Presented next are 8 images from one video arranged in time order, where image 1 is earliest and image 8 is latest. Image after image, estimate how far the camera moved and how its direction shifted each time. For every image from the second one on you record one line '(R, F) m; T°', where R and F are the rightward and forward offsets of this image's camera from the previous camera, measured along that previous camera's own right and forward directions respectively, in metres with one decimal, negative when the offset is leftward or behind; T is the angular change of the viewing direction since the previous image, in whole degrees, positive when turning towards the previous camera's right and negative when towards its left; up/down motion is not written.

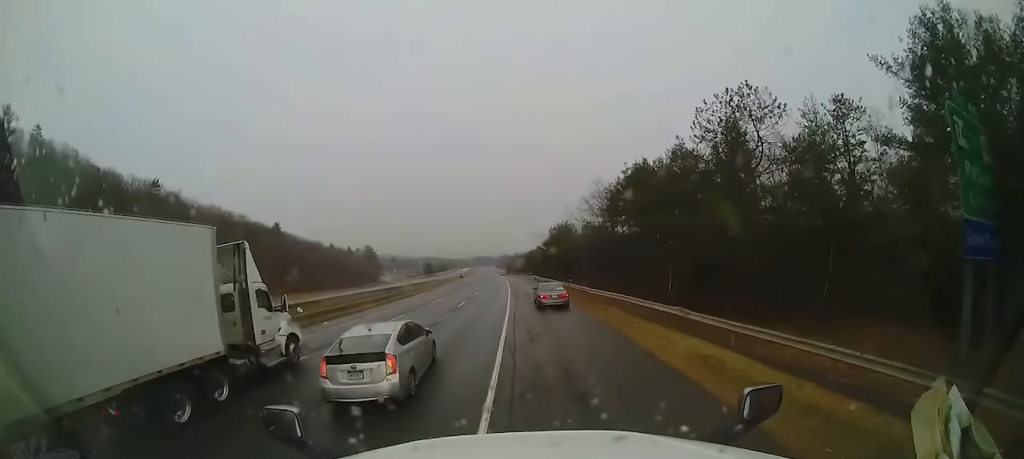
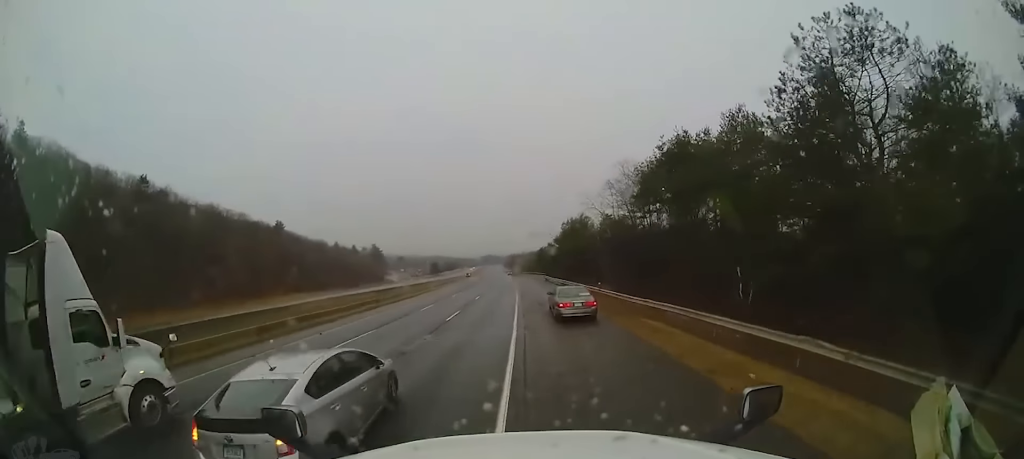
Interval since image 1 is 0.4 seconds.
(-0.1, +7.0) m; -2°
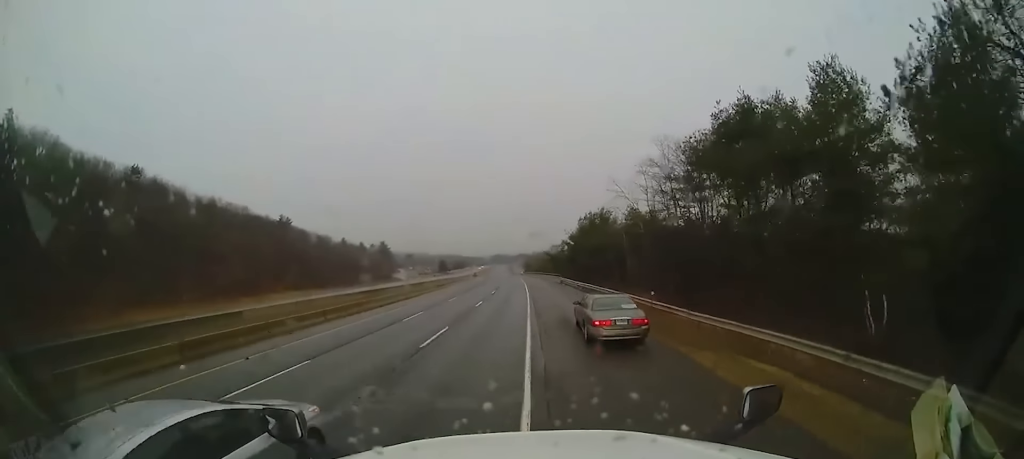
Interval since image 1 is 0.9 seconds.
(-0.1, +6.4) m; -1°
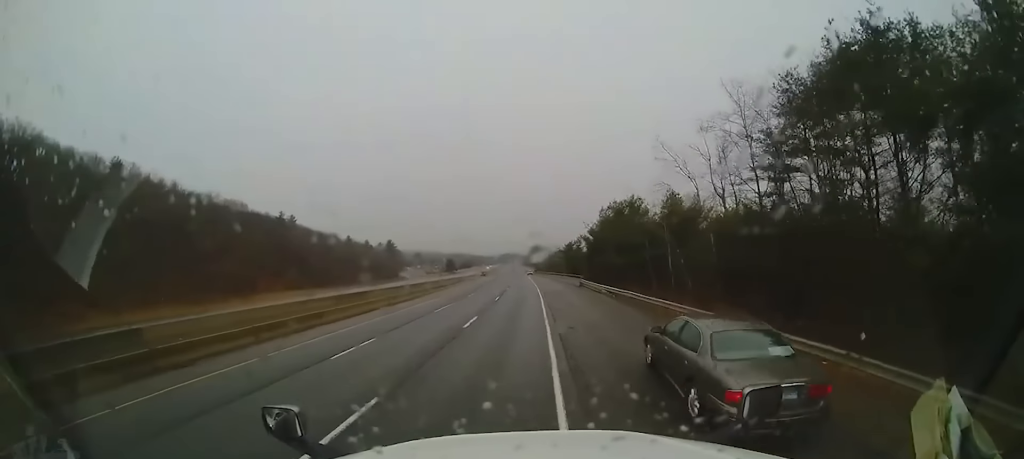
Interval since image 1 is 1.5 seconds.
(-0.2, +9.3) m; -1°
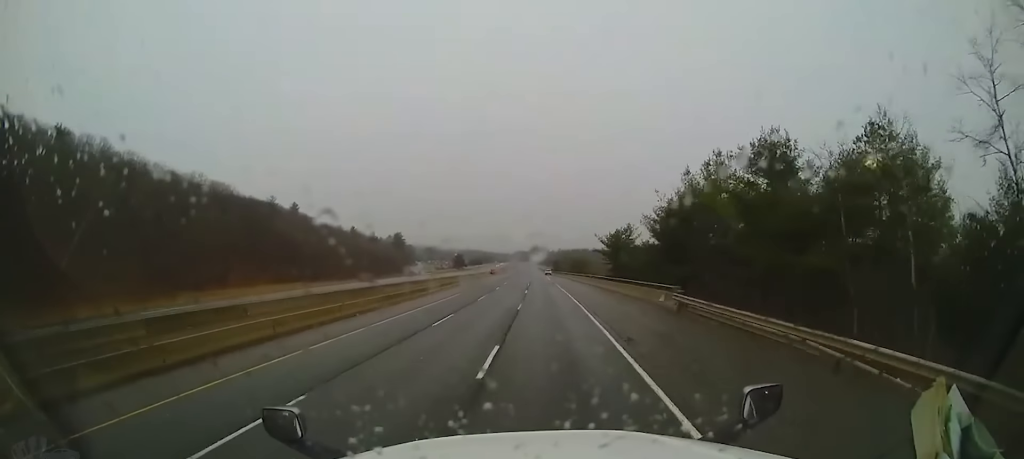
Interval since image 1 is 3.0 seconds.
(0.0, +19.1) m; +1°
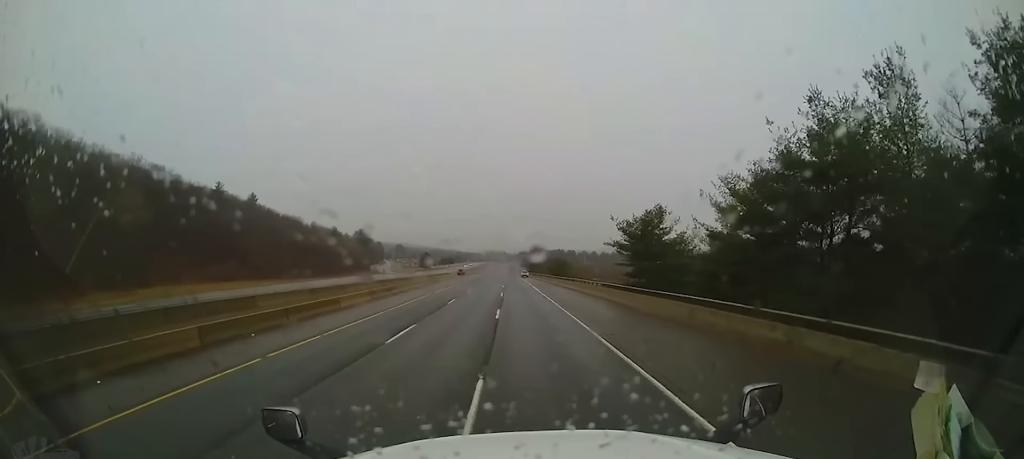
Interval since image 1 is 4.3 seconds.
(+0.3, +14.9) m; +2°
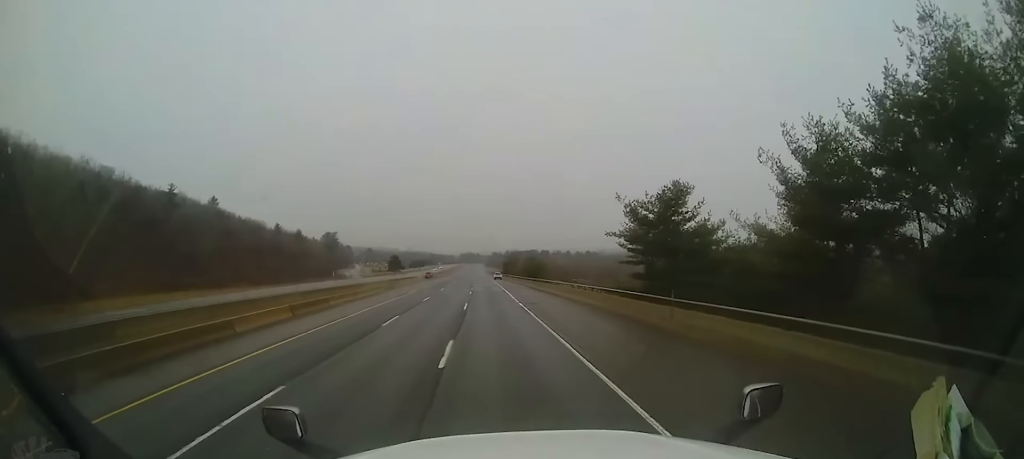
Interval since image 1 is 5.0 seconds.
(+0.1, +7.5) m; +1°
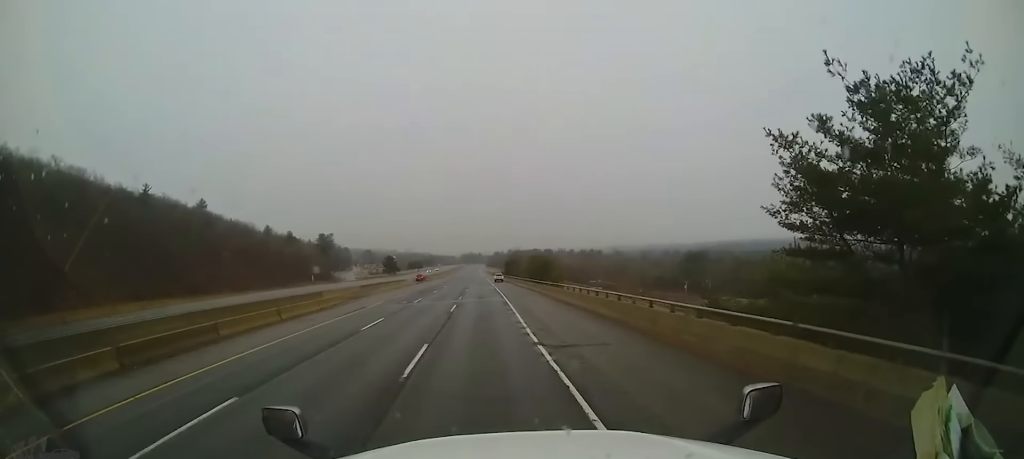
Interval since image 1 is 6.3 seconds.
(0.0, +12.8) m; 0°
